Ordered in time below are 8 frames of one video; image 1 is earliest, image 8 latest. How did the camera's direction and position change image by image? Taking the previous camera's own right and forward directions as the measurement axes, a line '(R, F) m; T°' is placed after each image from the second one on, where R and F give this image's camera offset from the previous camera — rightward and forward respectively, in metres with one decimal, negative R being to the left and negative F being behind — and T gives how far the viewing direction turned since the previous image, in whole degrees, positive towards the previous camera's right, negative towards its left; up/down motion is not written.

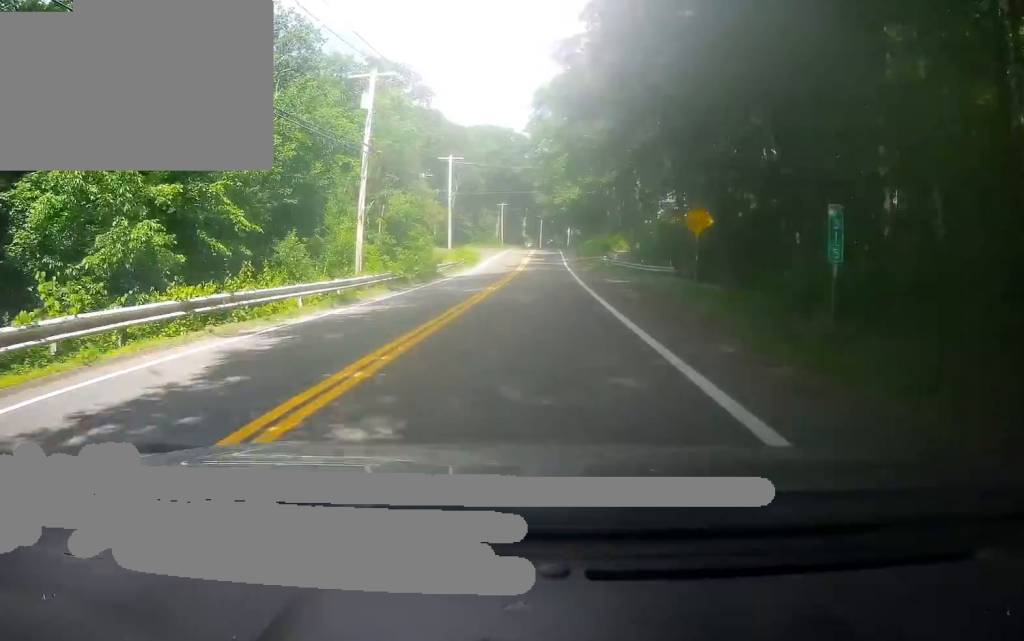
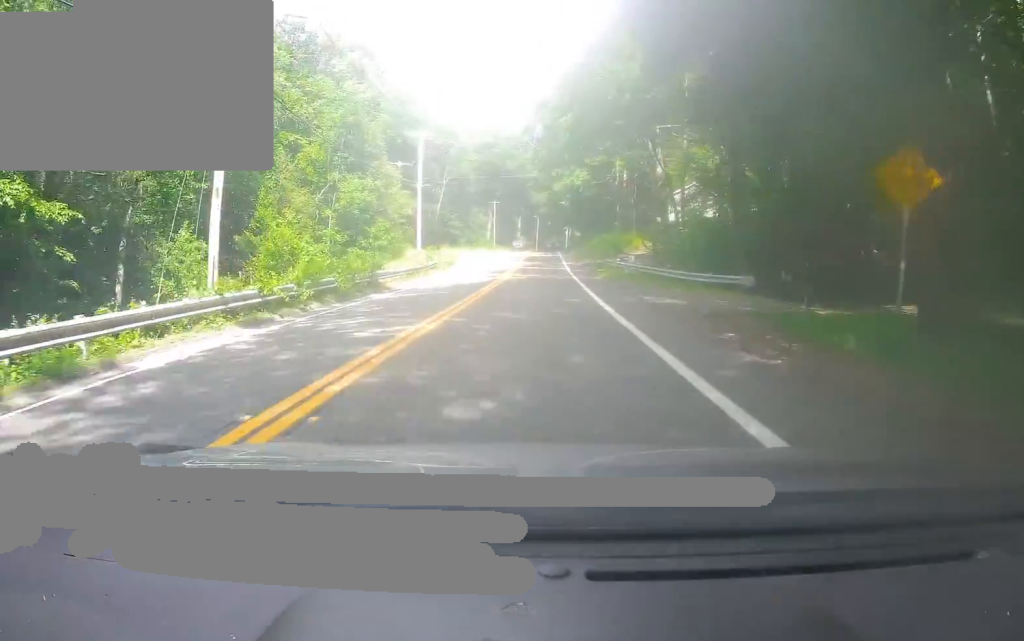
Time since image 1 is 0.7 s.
(0.0, +14.2) m; 0°
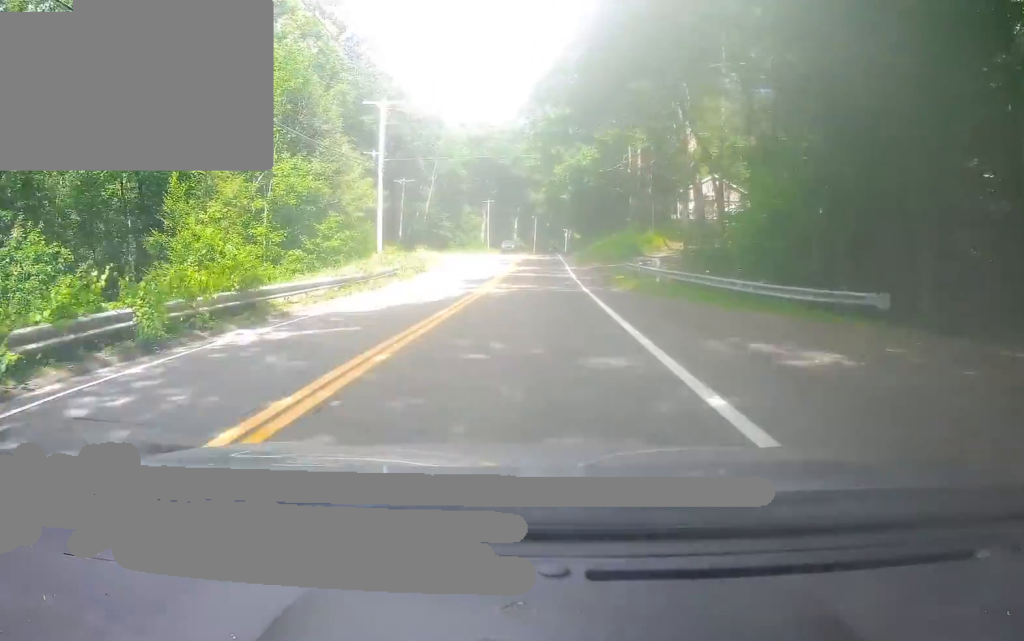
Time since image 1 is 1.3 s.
(0.0, +11.0) m; 0°
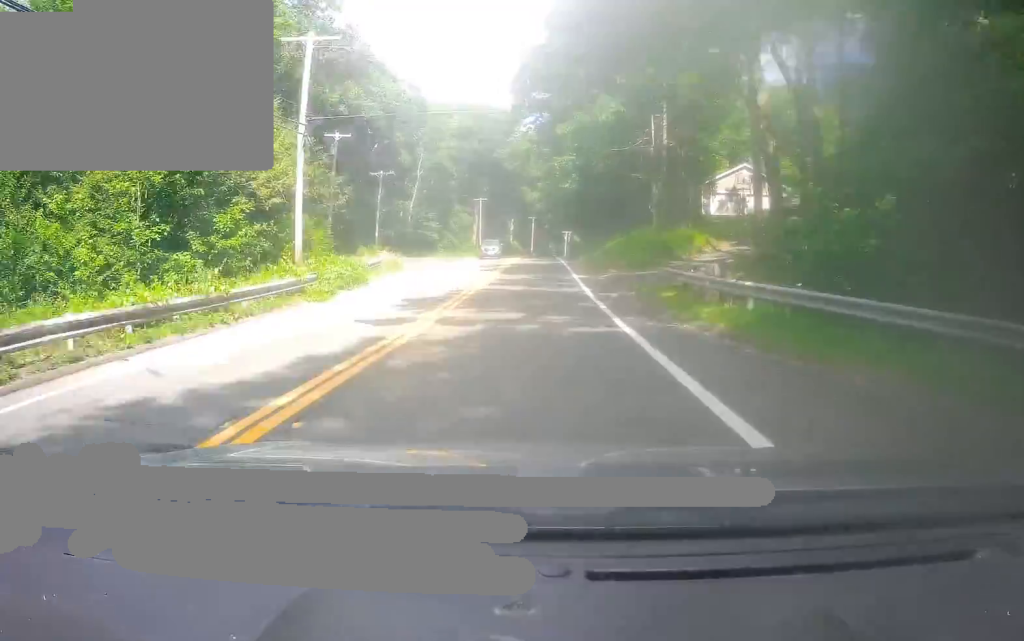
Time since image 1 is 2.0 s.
(0.0, +13.0) m; 0°
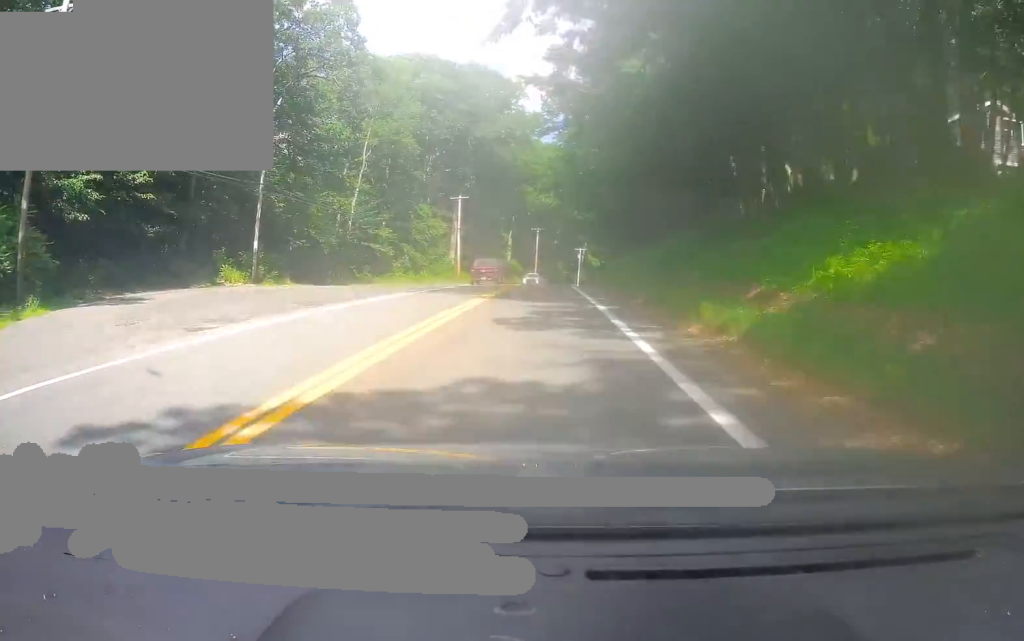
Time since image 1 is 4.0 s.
(0.0, +39.1) m; 0°
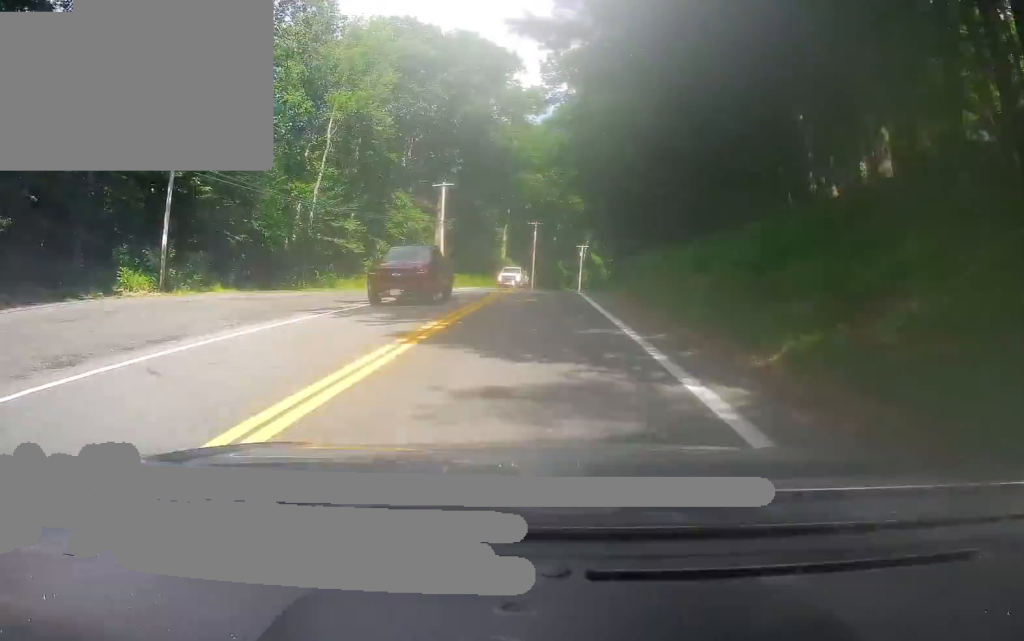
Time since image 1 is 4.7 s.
(0.0, +13.3) m; 0°
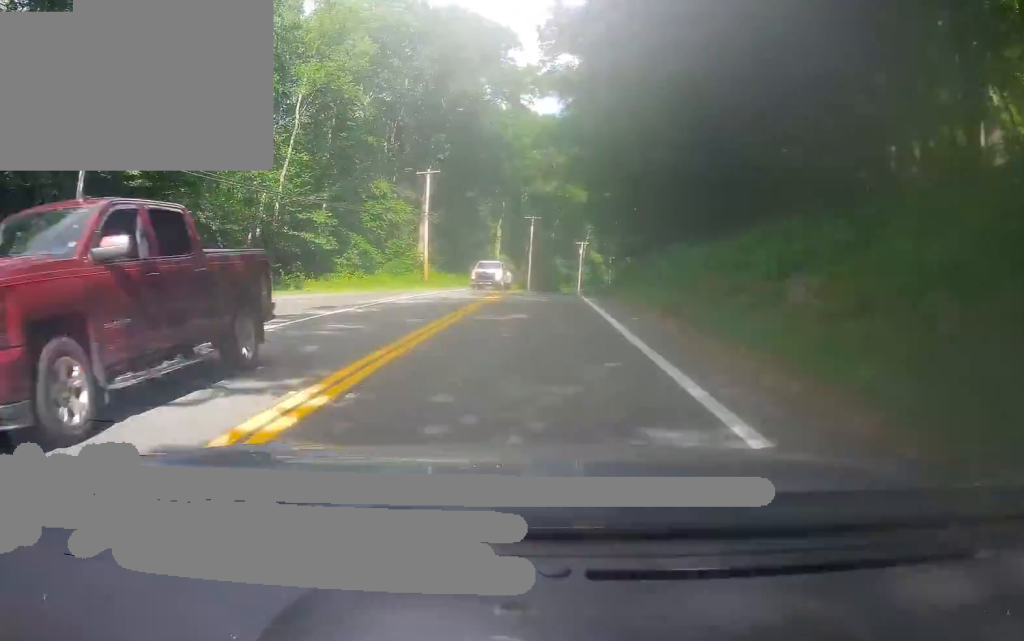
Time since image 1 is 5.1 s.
(0.0, +8.2) m; 0°
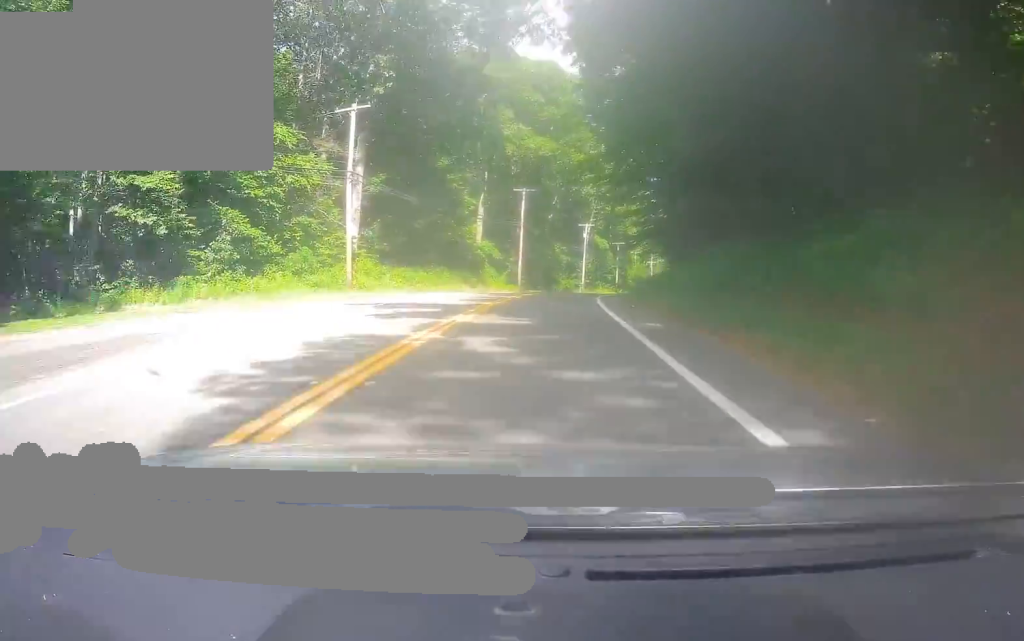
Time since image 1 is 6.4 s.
(0.0, +24.4) m; +1°
